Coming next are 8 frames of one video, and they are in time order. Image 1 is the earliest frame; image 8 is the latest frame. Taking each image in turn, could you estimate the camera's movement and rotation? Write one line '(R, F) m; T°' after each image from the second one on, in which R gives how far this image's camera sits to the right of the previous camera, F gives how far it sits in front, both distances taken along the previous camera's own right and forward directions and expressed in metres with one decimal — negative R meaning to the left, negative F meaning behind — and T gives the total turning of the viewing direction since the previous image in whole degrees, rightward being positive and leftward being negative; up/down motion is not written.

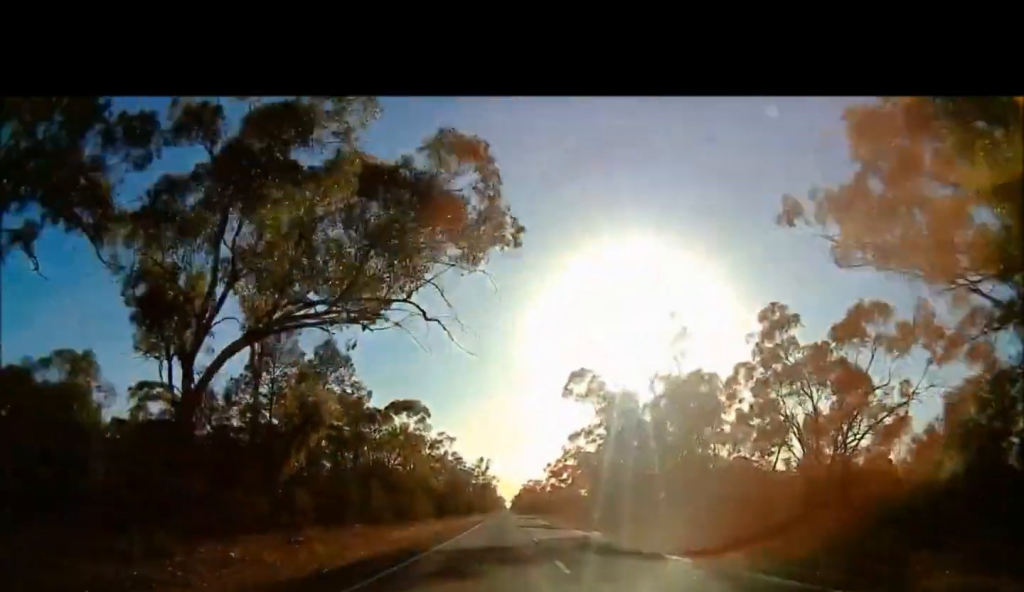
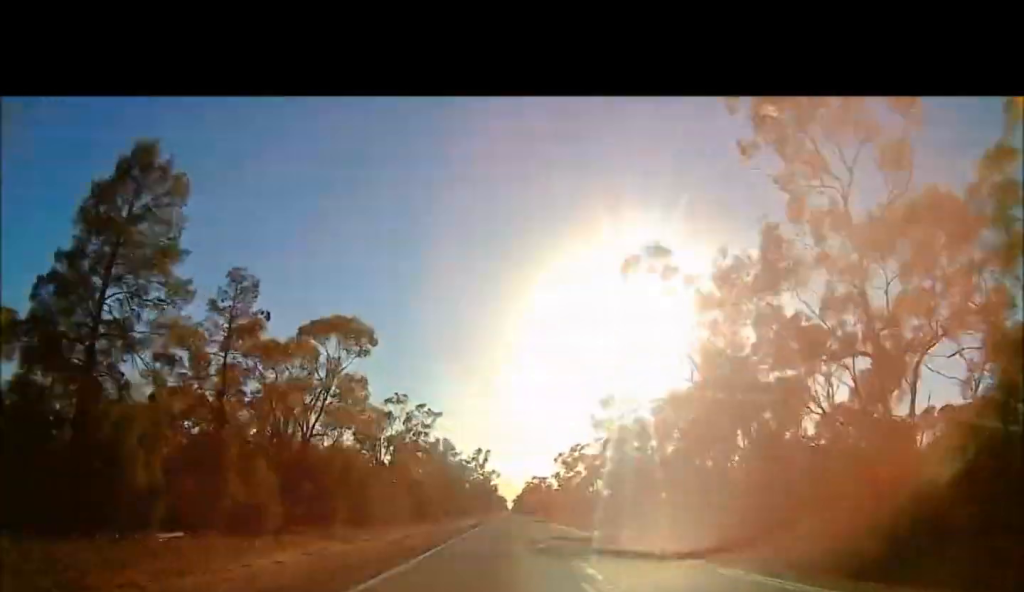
(0.0, +33.2) m; 0°
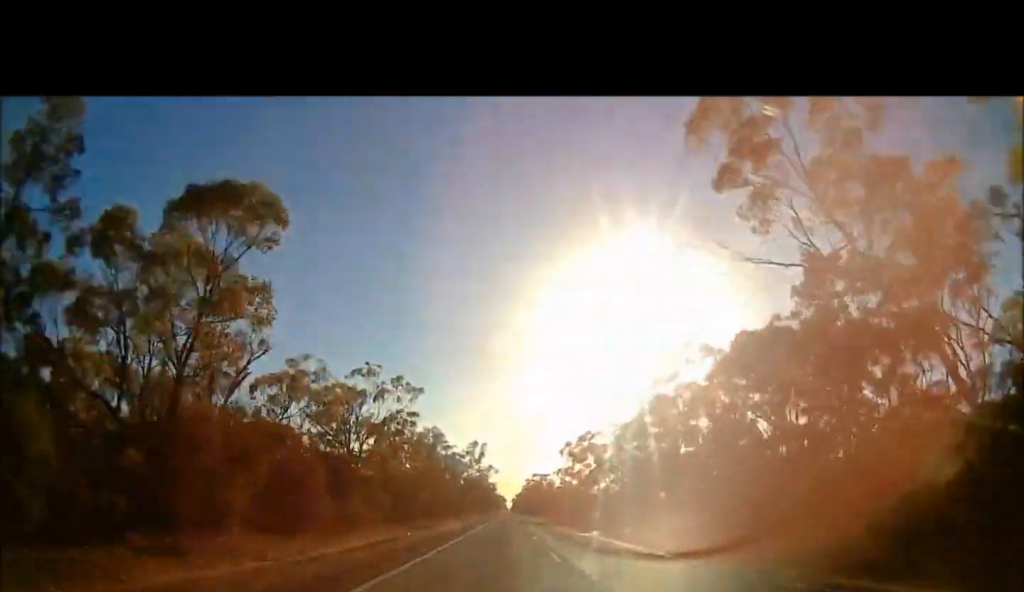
(0.0, +19.0) m; 0°
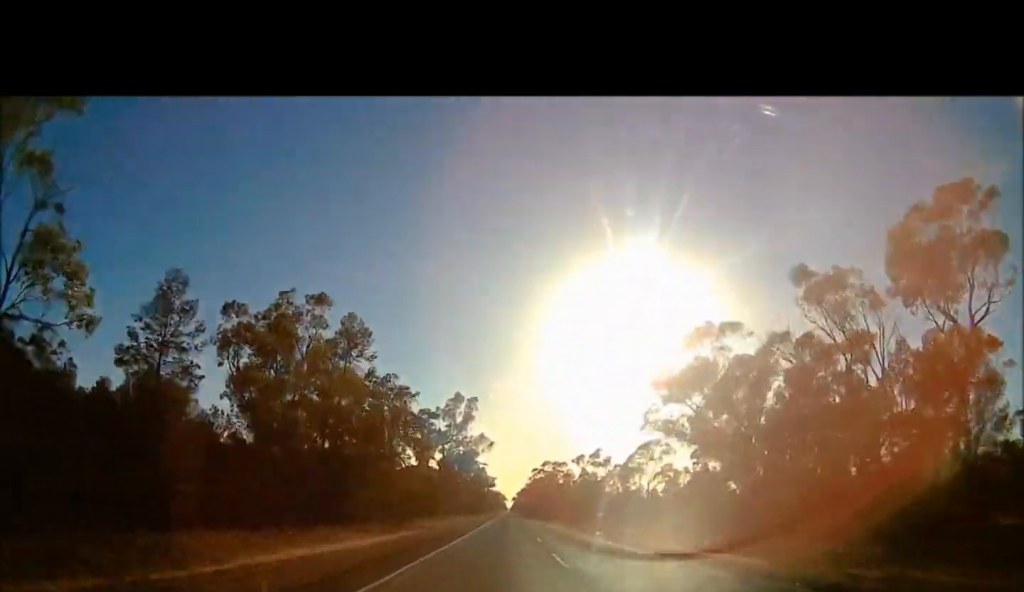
(+0.1, +66.7) m; 0°
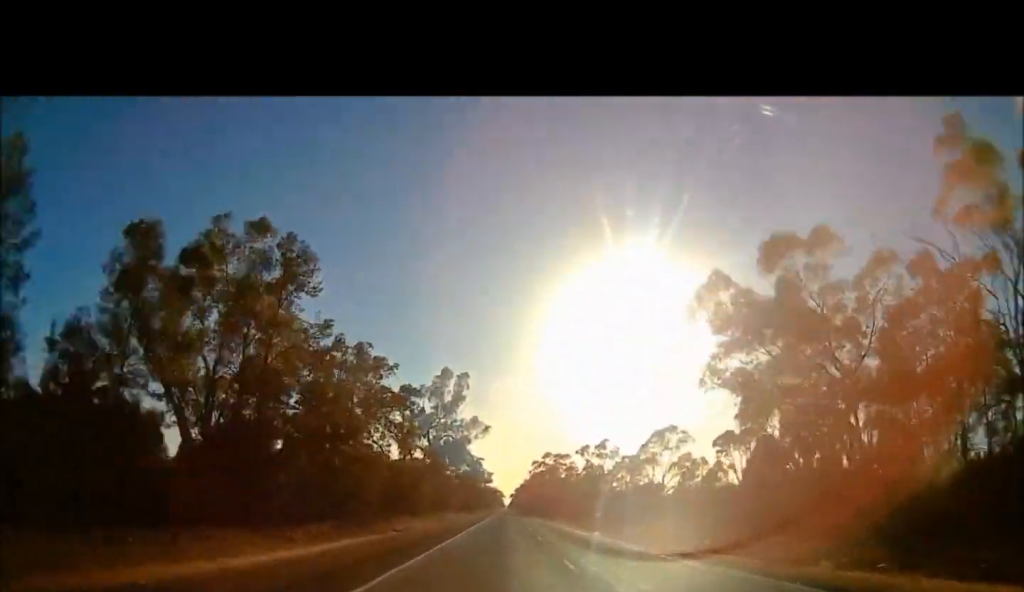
(0.0, +15.5) m; 0°
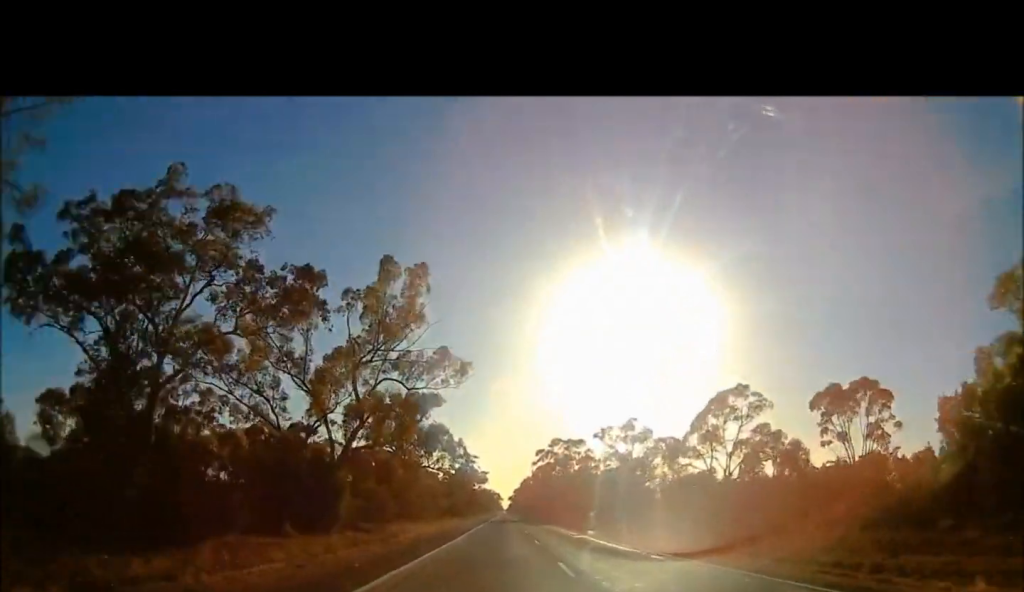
(0.0, +37.4) m; 0°
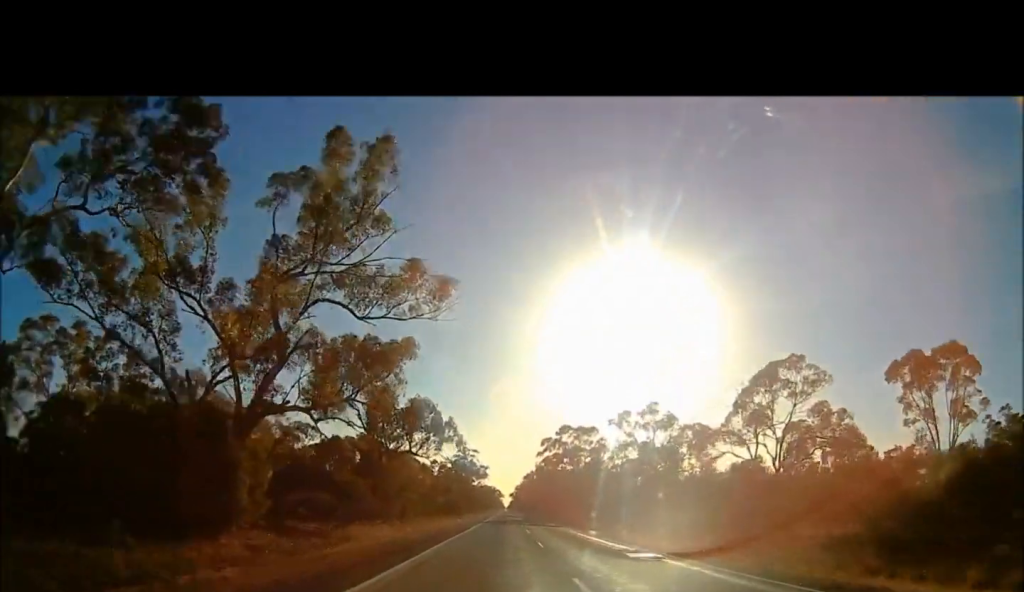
(0.0, +14.8) m; 0°
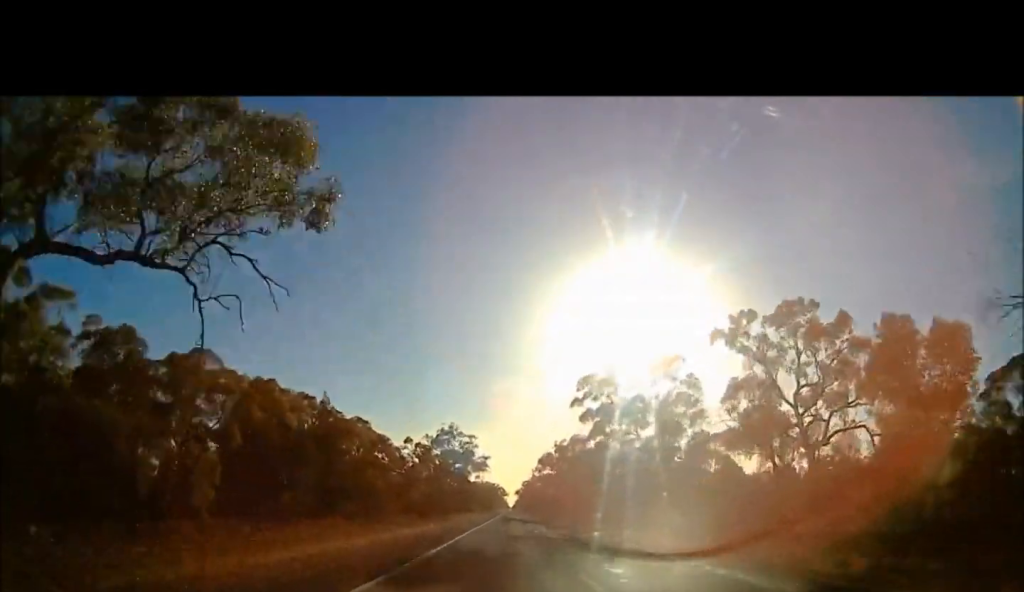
(-0.4, +42.9) m; -1°
